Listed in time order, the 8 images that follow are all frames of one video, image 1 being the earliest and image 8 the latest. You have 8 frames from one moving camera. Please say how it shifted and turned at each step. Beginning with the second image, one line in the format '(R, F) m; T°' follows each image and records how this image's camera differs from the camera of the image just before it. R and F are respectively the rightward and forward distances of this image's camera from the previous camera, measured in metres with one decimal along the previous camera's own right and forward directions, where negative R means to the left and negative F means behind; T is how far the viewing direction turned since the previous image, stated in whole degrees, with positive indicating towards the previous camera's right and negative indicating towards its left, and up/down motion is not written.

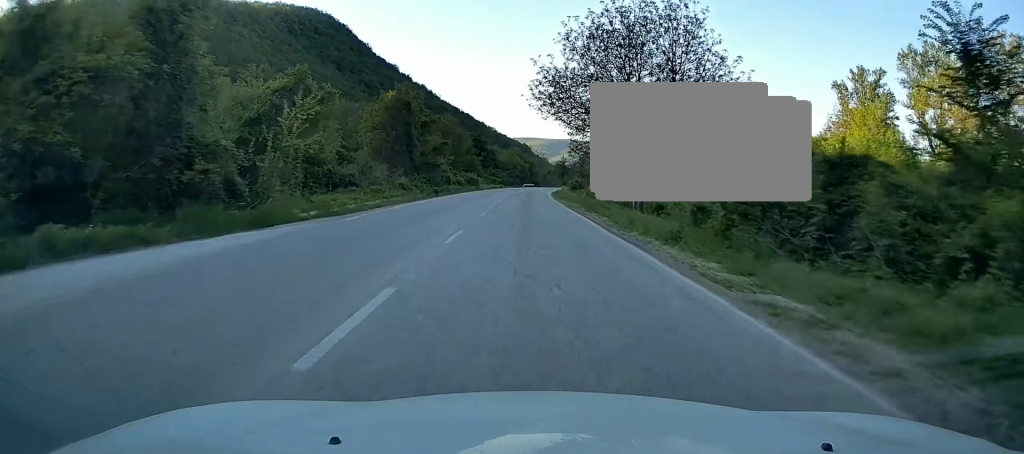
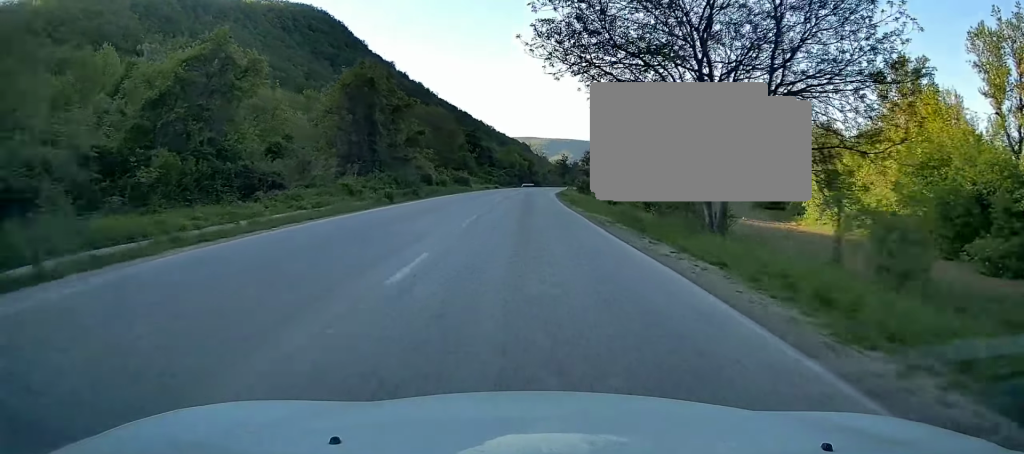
(+0.1, +14.6) m; 0°
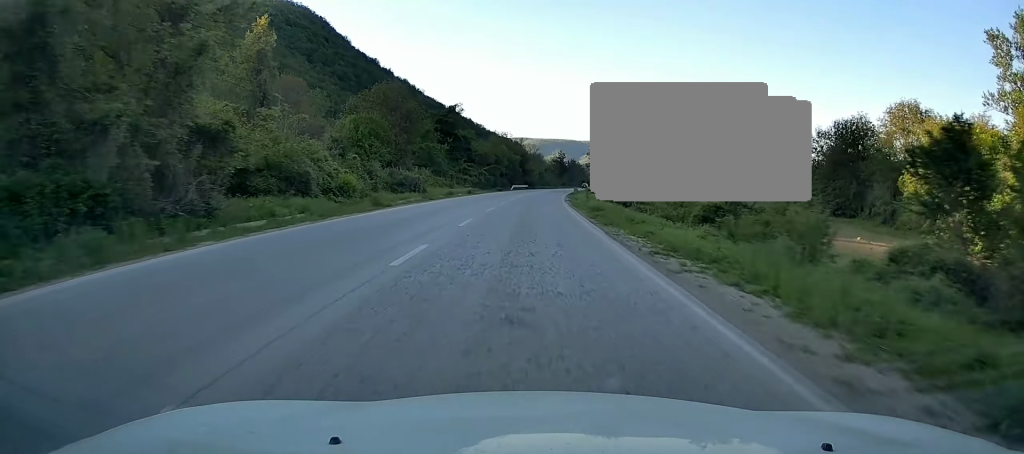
(-0.1, +34.2) m; 0°
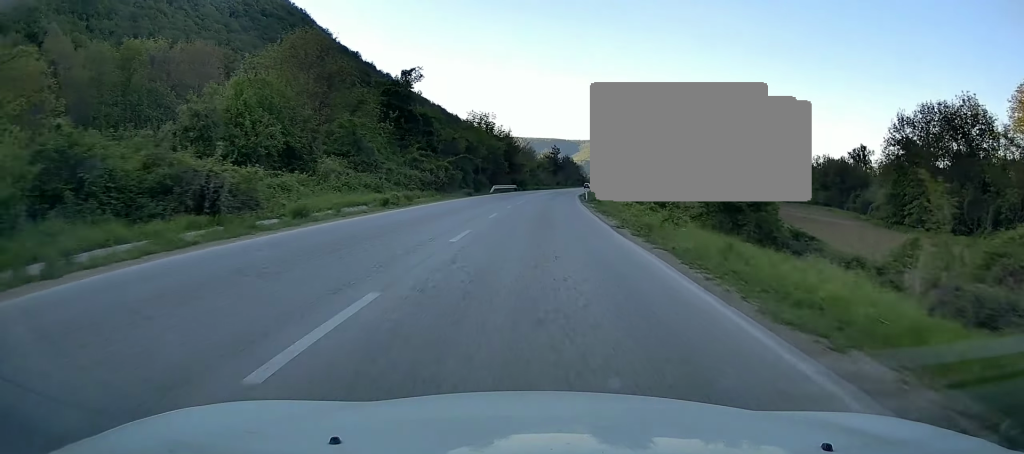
(+0.1, +32.3) m; +1°
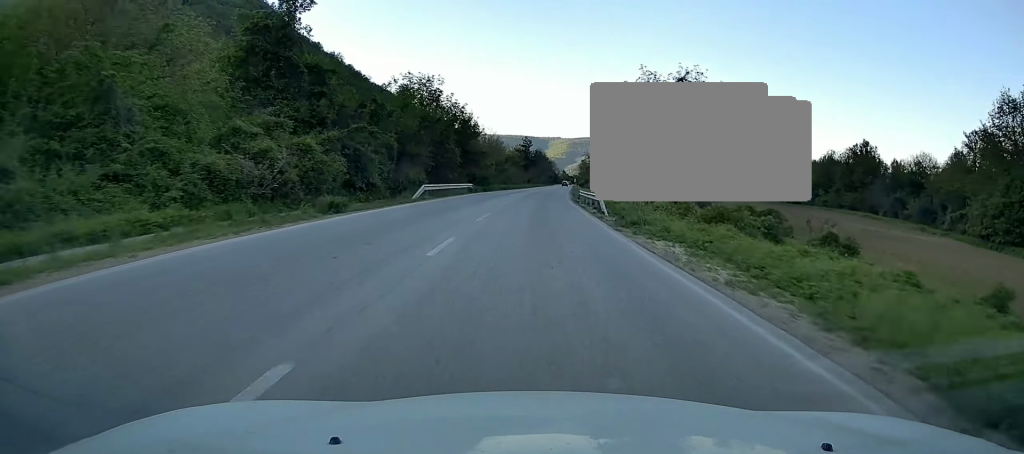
(+0.3, +29.4) m; +2°
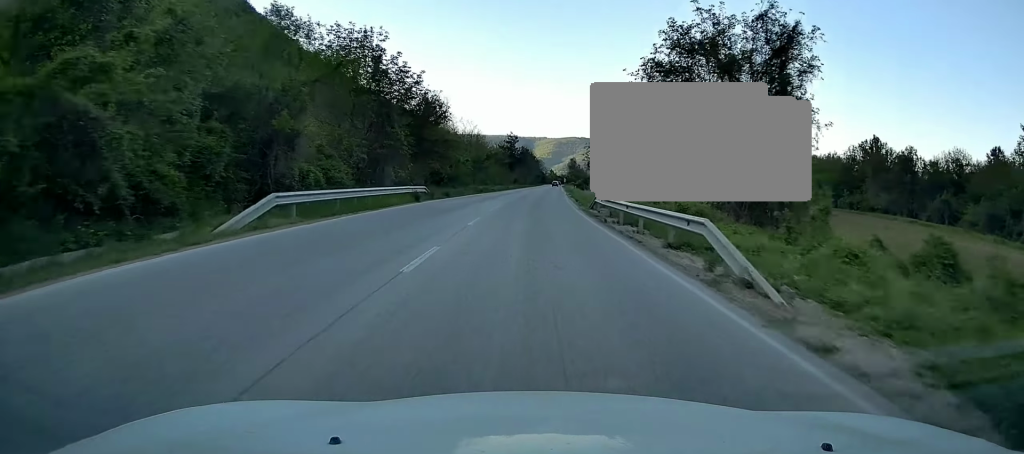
(+0.2, +19.6) m; +1°
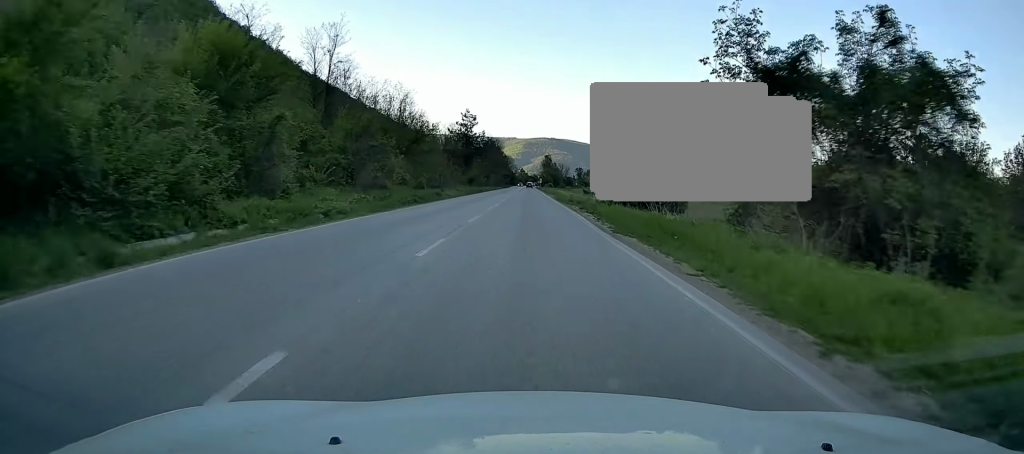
(+1.4, +52.2) m; +3°
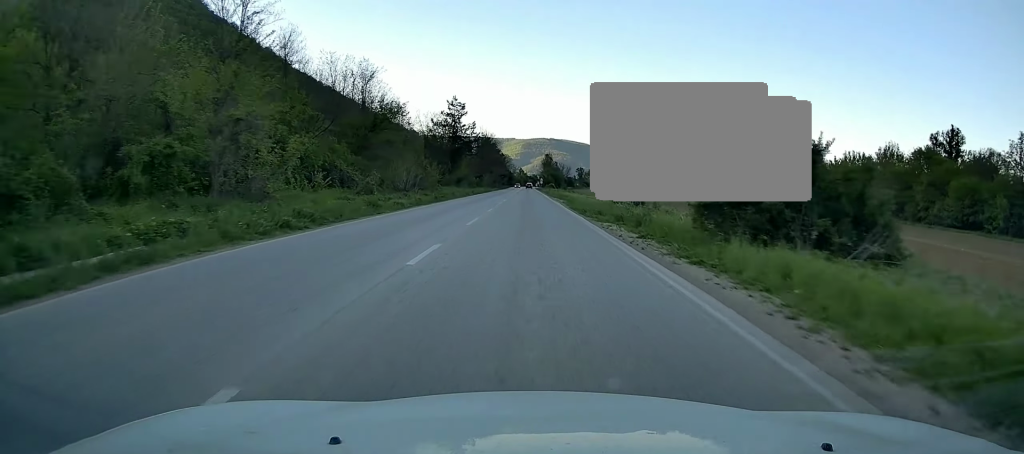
(+0.2, +18.7) m; +1°
